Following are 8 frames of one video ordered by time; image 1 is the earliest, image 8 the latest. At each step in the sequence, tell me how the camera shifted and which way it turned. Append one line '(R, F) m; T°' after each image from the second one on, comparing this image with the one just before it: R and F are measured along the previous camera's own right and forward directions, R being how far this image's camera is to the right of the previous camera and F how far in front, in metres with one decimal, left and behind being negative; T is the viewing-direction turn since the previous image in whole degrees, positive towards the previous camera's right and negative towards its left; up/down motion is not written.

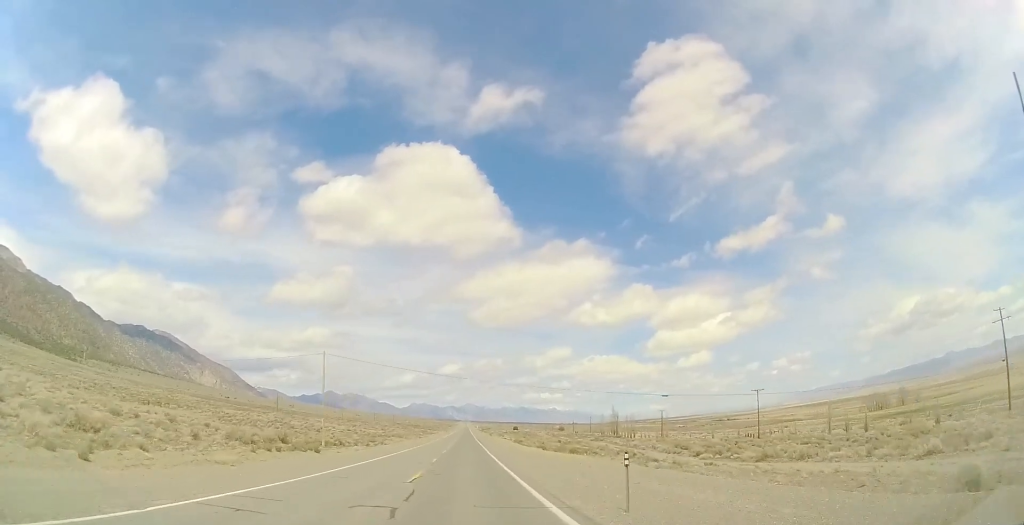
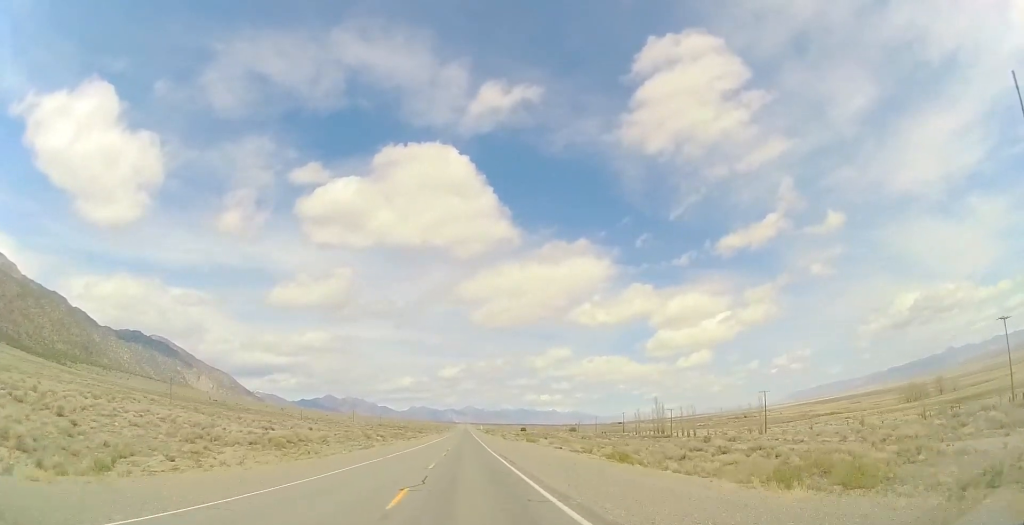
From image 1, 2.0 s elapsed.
(0.0, +66.6) m; 0°
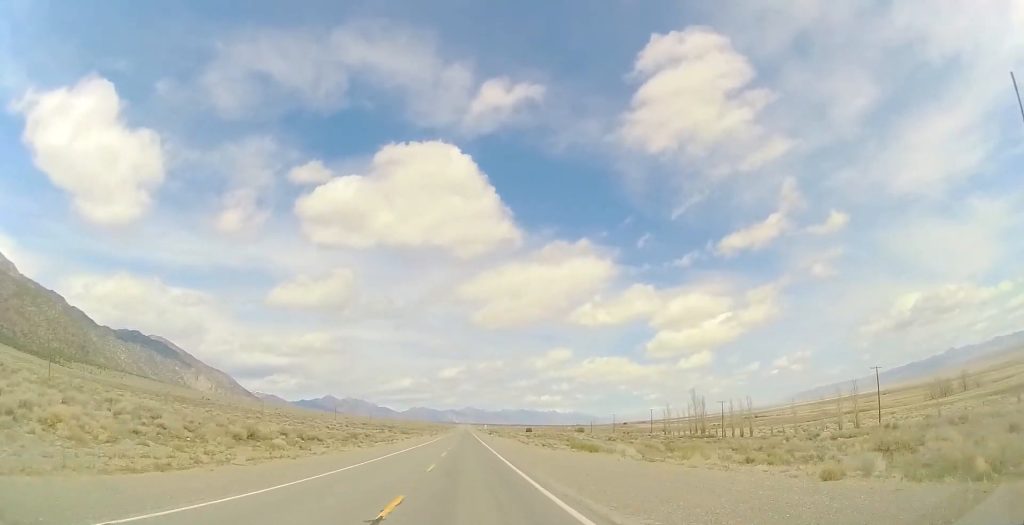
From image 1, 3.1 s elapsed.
(0.0, +38.6) m; 0°
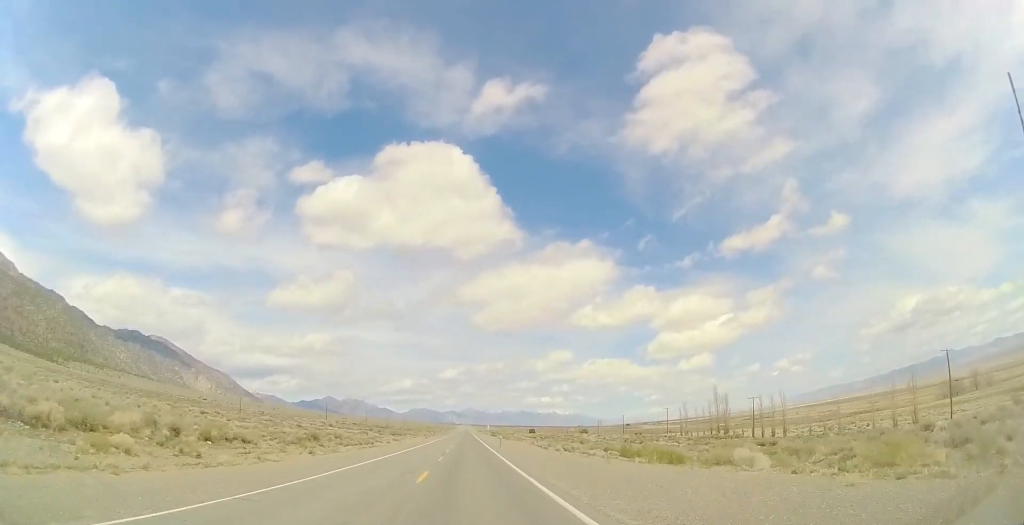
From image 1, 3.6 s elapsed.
(0.0, +17.0) m; 0°
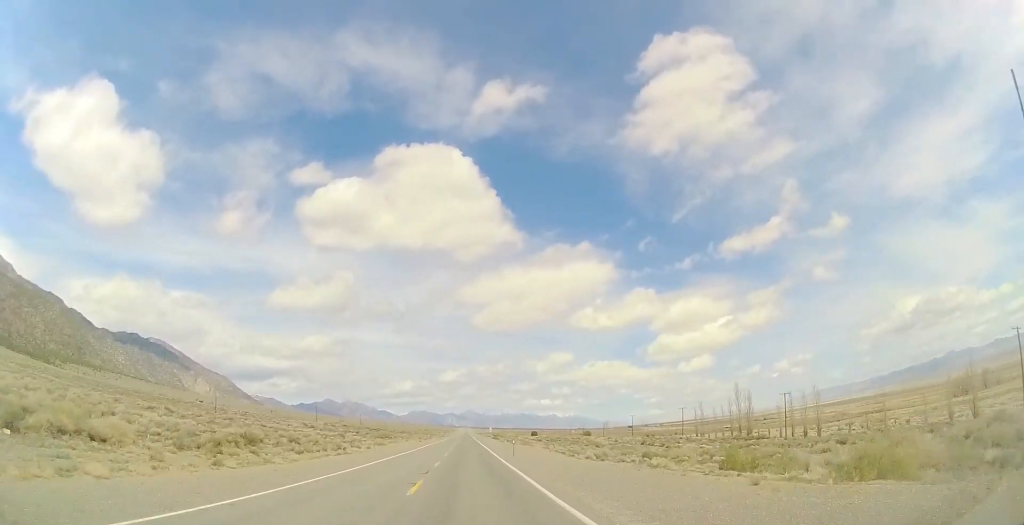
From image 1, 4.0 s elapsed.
(0.0, +14.8) m; 0°
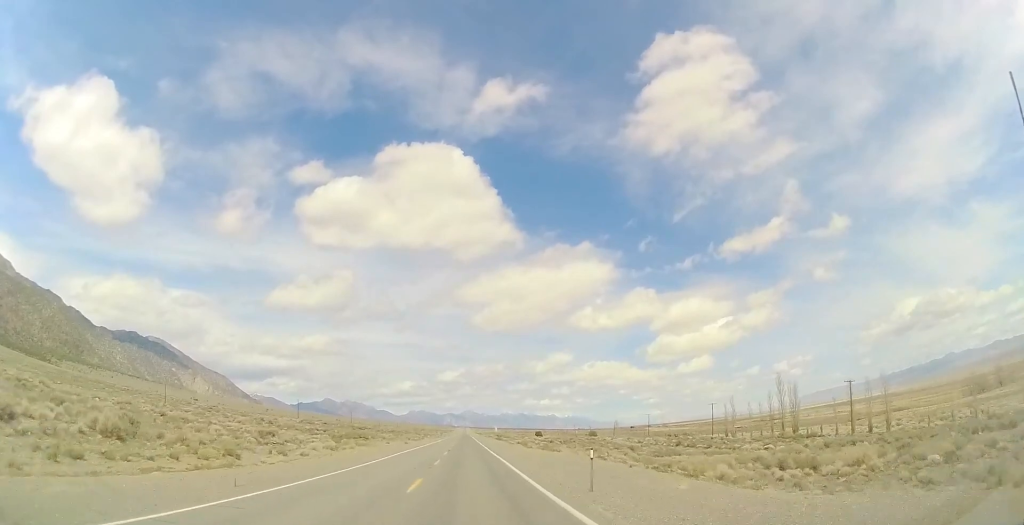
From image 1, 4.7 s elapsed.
(-0.3, +23.9) m; 0°
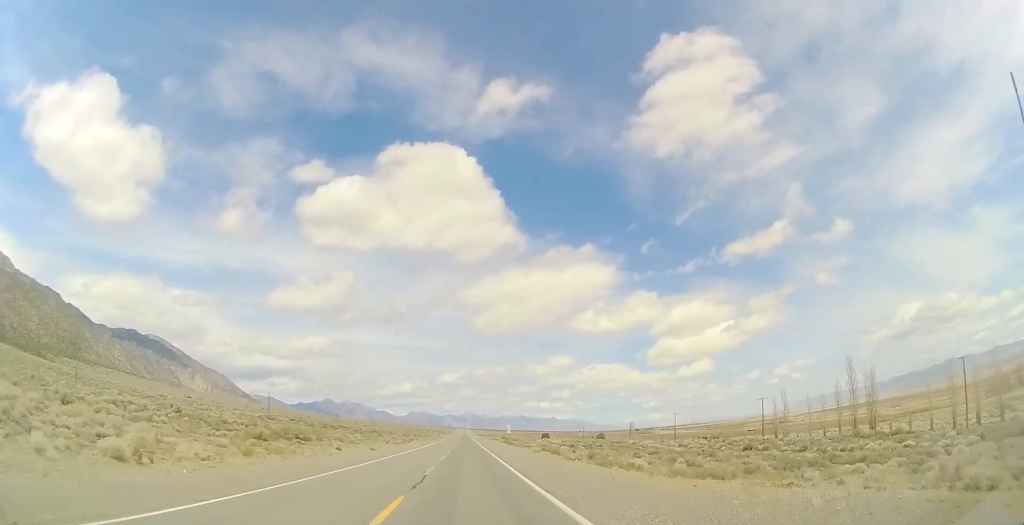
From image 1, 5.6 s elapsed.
(+0.2, +29.5) m; 0°
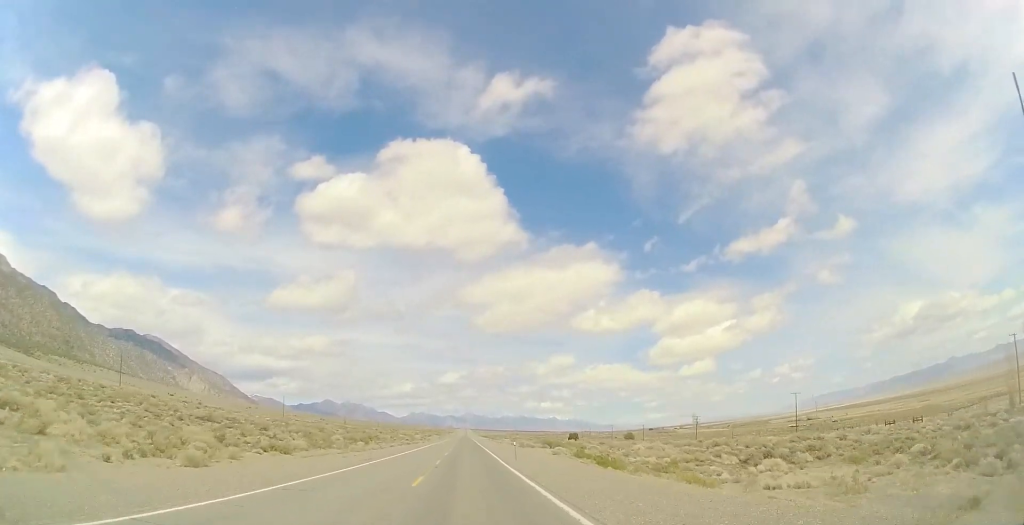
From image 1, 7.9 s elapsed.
(+1.1, +78.6) m; +1°
